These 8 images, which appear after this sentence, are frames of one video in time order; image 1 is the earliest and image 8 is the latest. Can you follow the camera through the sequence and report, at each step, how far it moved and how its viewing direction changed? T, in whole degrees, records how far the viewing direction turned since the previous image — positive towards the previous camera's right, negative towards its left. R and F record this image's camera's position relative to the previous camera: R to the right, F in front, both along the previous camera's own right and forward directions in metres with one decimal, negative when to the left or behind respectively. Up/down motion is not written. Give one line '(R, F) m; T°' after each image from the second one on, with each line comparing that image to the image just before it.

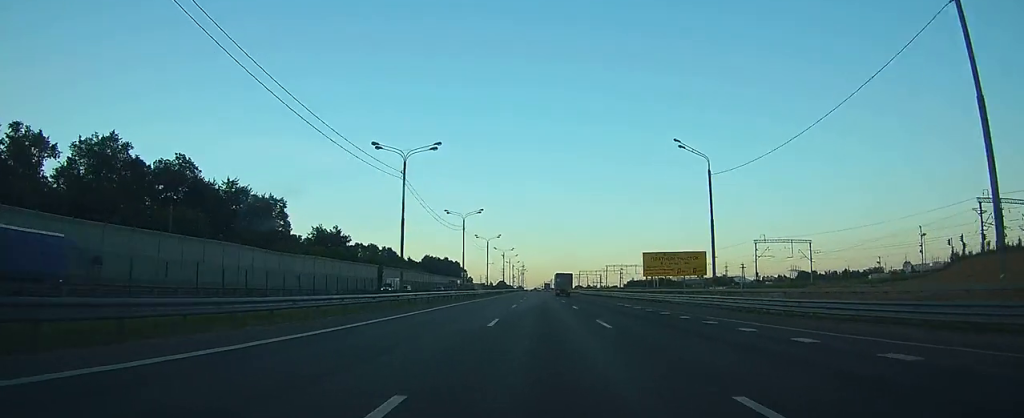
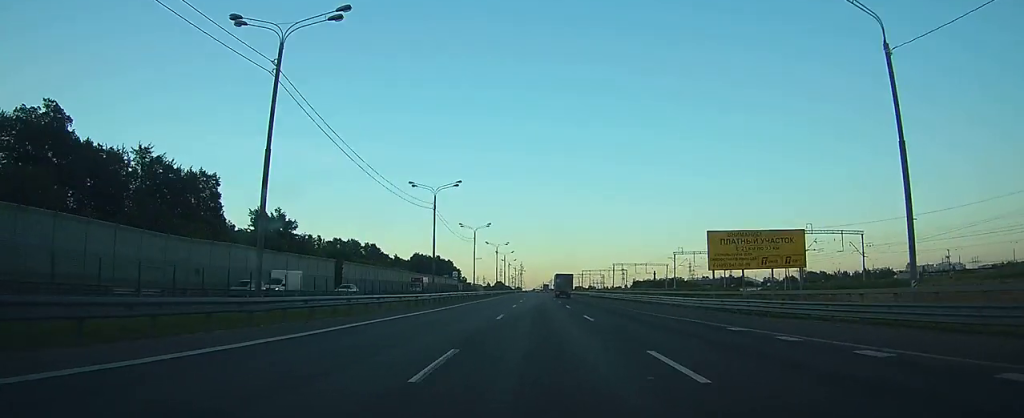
(0.0, +27.1) m; 0°
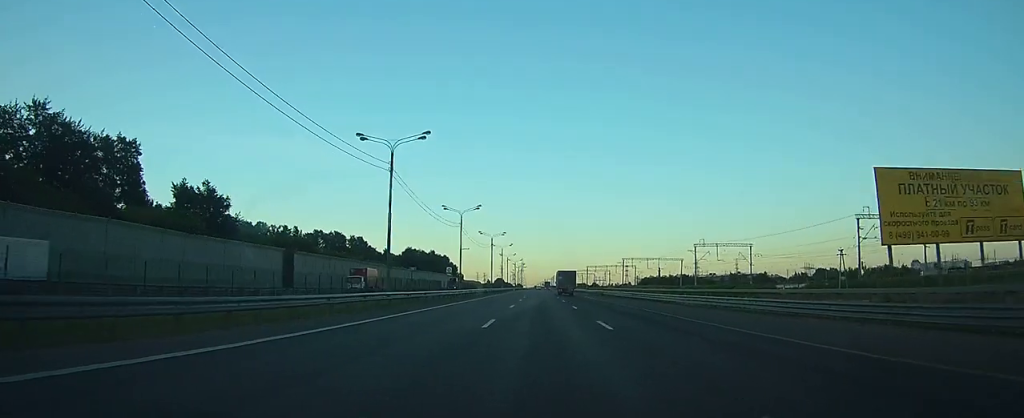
(0.0, +22.2) m; 0°
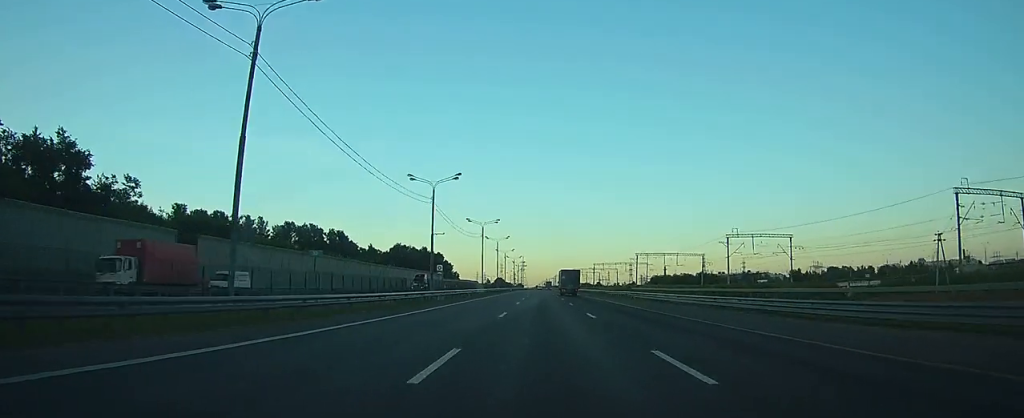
(0.0, +26.1) m; 0°
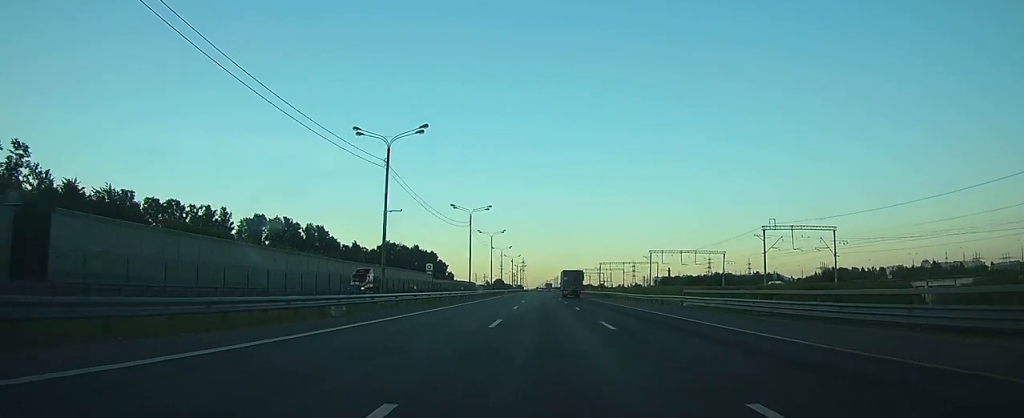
(0.0, +21.3) m; 0°
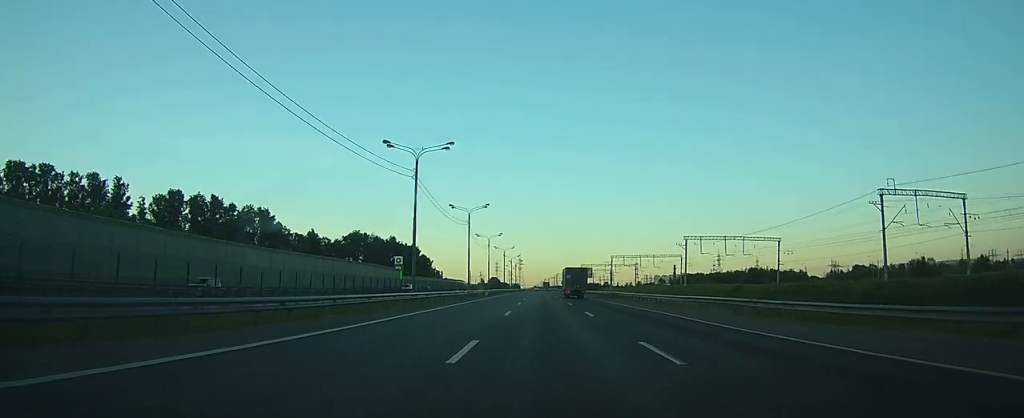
(-0.1, +40.7) m; 0°
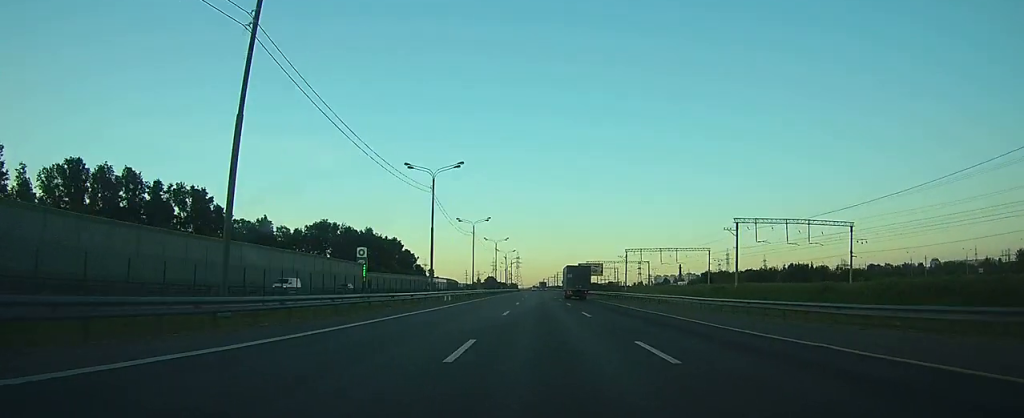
(0.0, +32.0) m; 0°
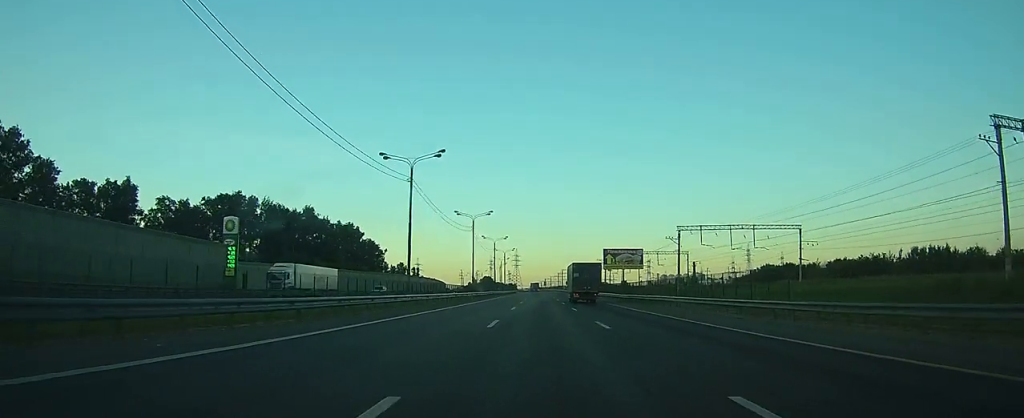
(+0.1, +55.3) m; 0°
